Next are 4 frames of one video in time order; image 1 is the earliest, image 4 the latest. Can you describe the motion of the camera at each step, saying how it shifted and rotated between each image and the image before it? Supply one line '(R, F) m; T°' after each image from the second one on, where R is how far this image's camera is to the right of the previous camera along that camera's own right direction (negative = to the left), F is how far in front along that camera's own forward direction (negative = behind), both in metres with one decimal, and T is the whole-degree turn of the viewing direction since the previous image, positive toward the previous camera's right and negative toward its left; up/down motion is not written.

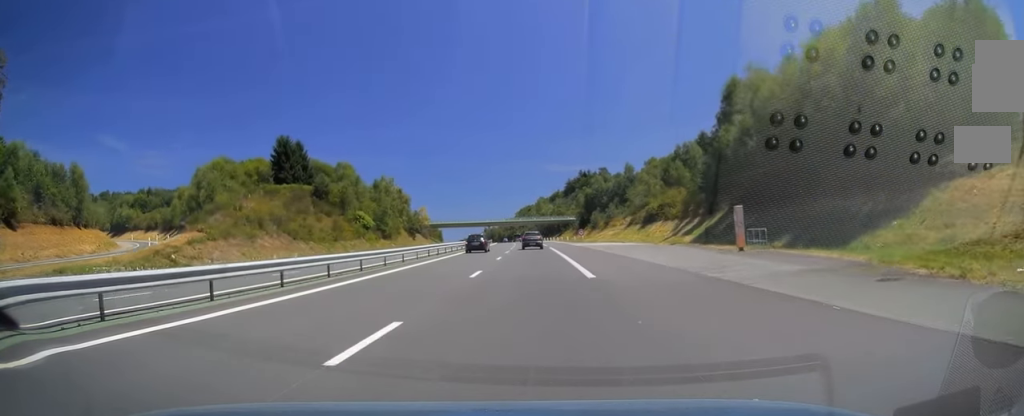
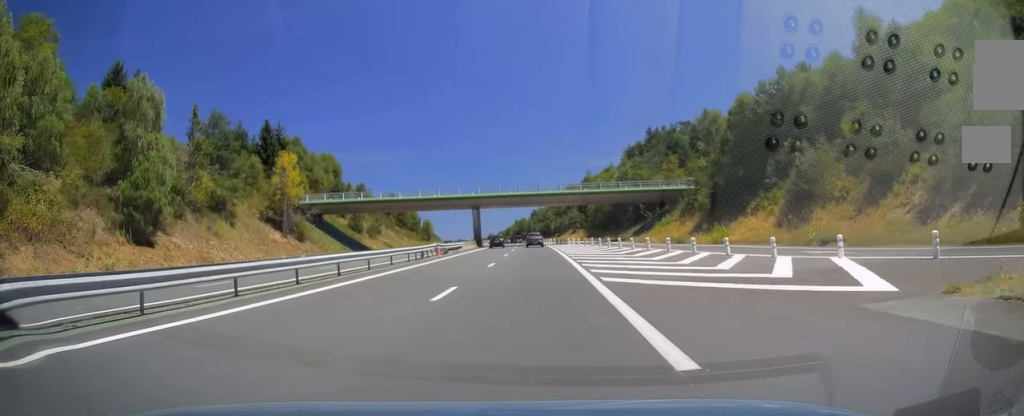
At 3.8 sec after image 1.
(-1.5, +111.3) m; -3°
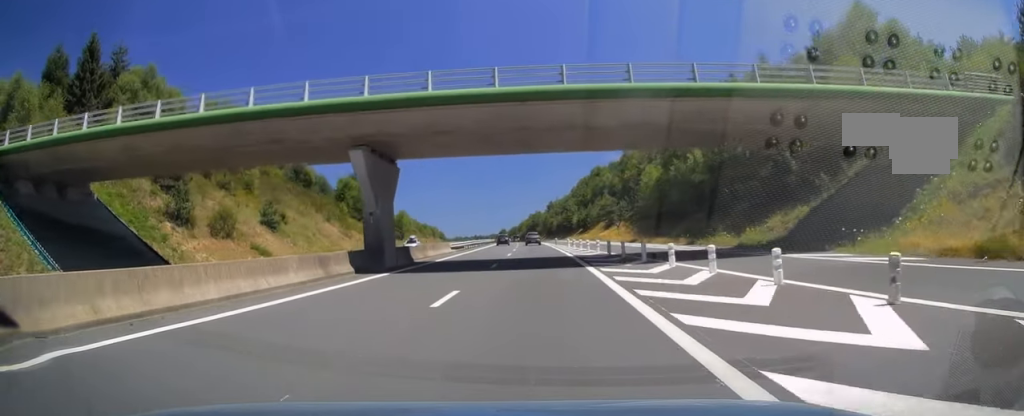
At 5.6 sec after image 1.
(-1.1, +53.2) m; -2°
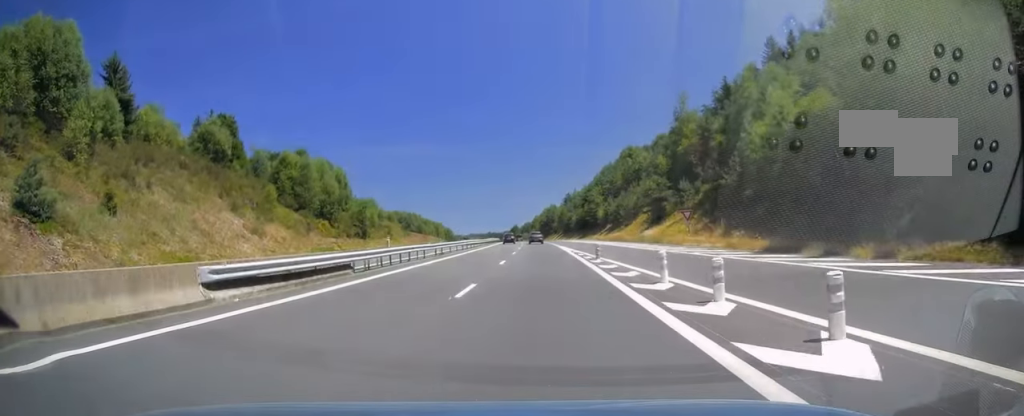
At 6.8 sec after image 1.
(-0.6, +37.5) m; -1°
